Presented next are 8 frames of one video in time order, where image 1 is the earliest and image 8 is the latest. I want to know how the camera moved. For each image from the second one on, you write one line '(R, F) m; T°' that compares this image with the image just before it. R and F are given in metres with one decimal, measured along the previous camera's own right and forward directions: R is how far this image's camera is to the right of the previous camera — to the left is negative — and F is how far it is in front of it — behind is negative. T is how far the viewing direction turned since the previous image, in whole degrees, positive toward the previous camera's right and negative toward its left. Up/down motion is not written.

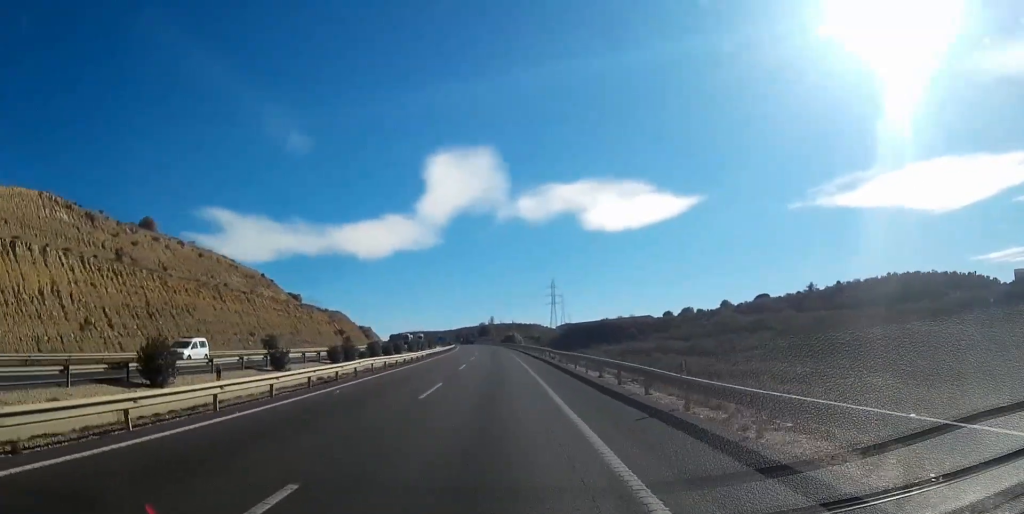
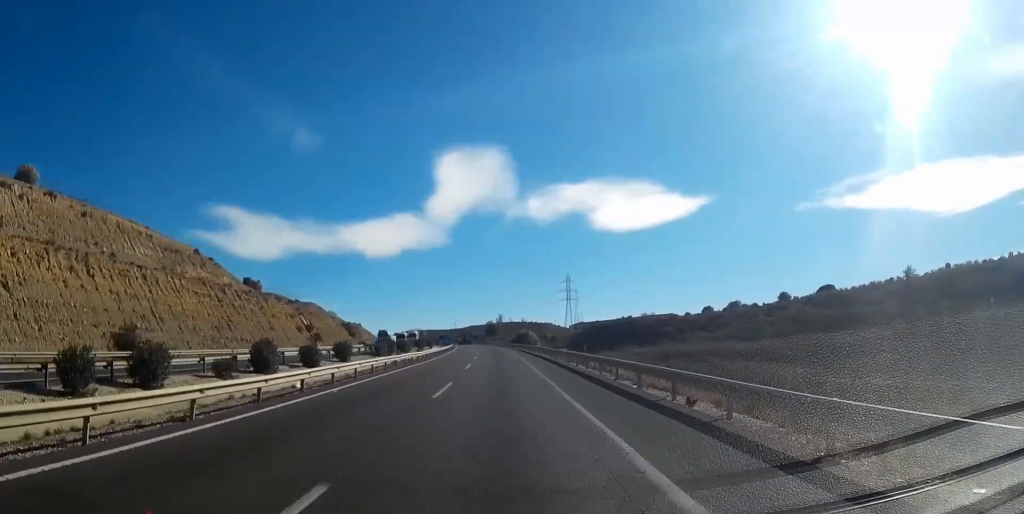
(-0.5, +34.0) m; -1°
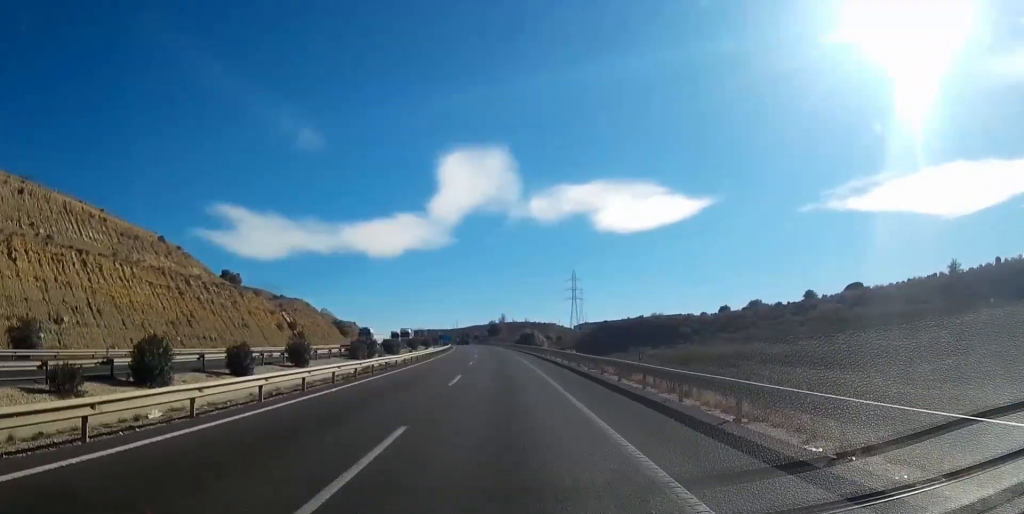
(0.0, +12.2) m; 0°
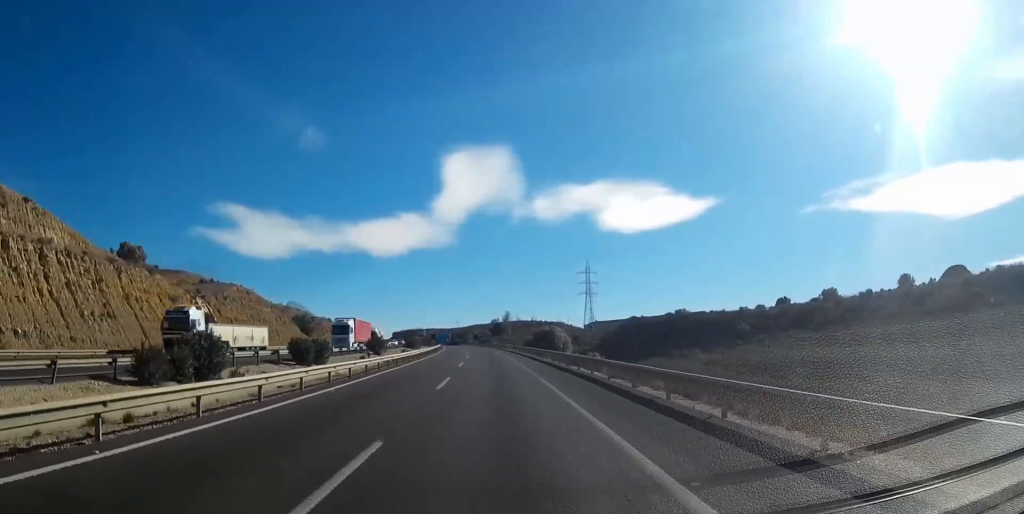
(0.0, +35.6) m; -1°
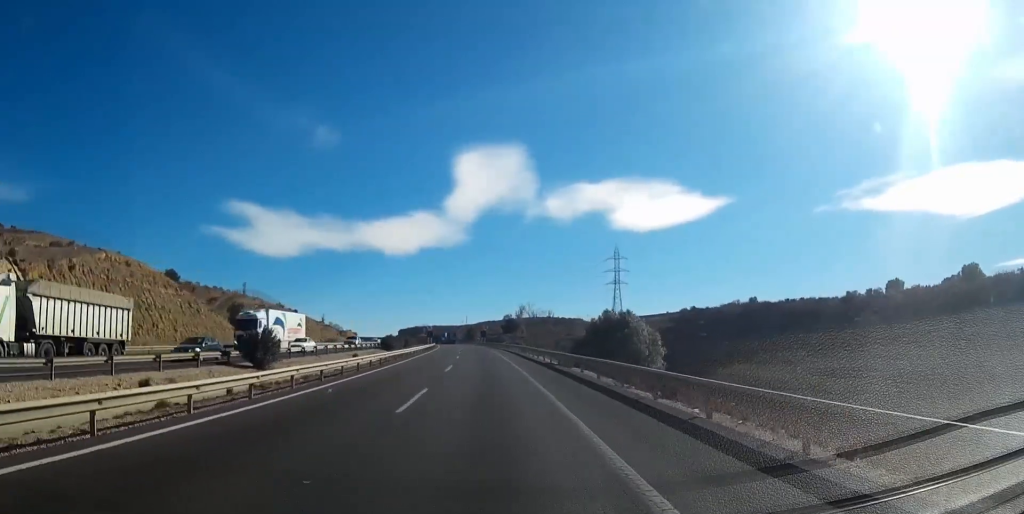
(-0.5, +39.9) m; -1°
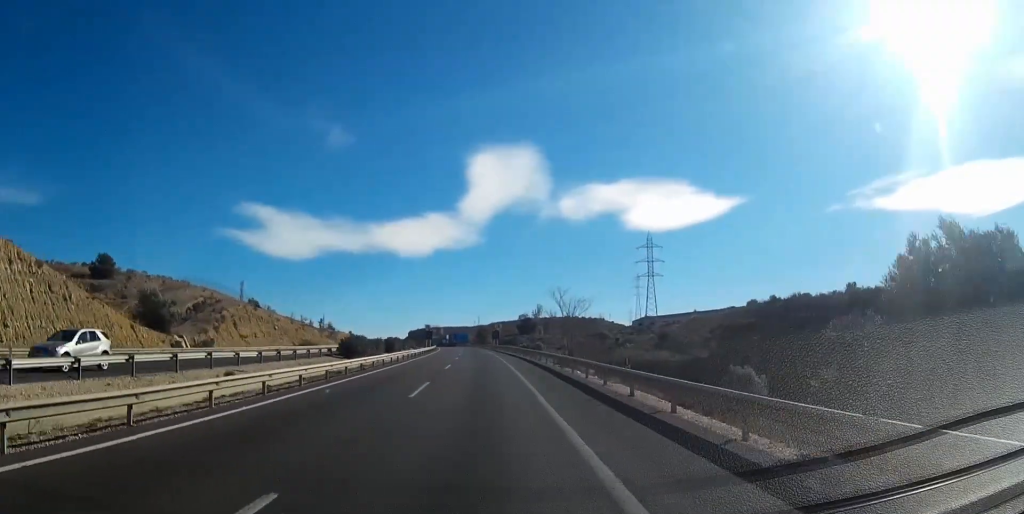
(-0.2, +30.3) m; -1°
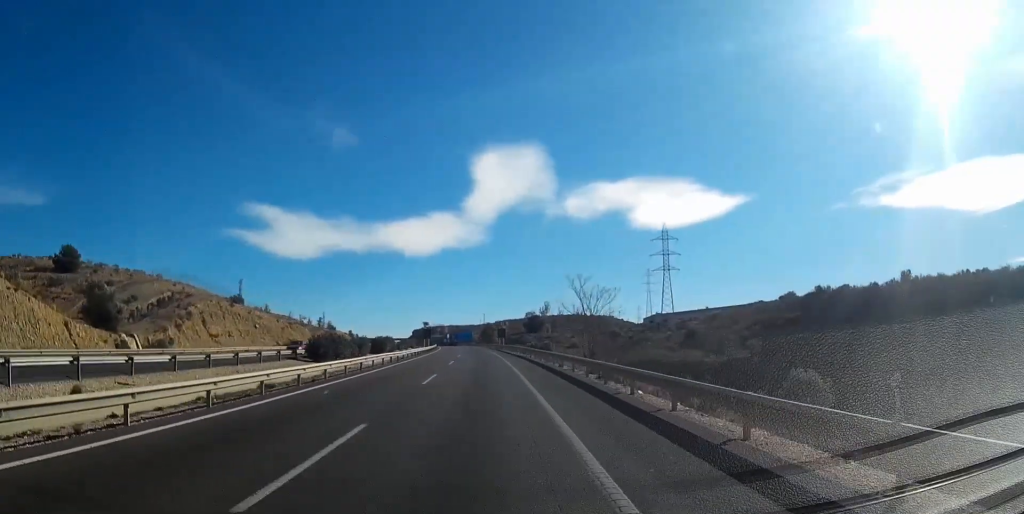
(0.0, +12.1) m; -1°
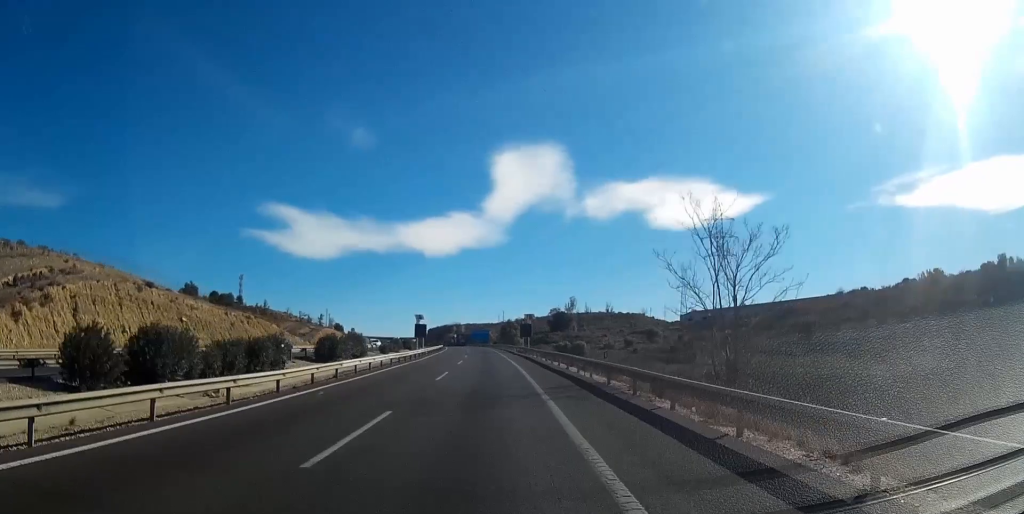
(-0.4, +31.2) m; -2°
